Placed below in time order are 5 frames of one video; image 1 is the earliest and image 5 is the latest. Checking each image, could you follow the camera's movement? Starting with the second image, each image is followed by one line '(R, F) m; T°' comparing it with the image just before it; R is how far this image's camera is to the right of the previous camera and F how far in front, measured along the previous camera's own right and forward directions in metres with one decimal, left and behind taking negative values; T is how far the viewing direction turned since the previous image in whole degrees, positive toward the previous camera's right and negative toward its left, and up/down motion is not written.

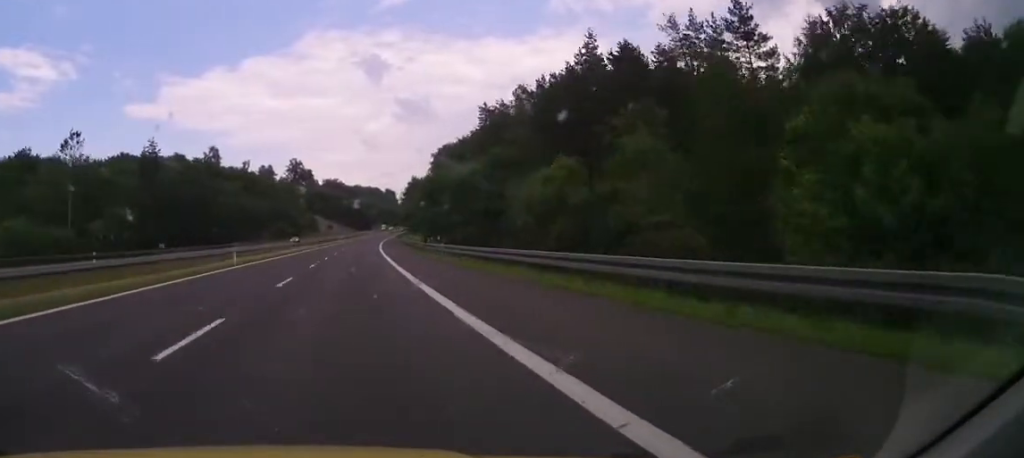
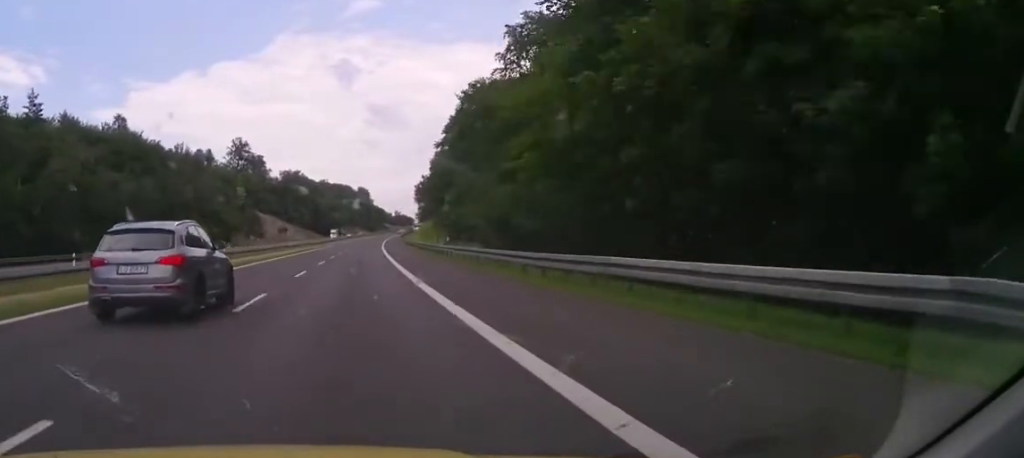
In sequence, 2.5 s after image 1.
(+0.1, +101.9) m; 0°
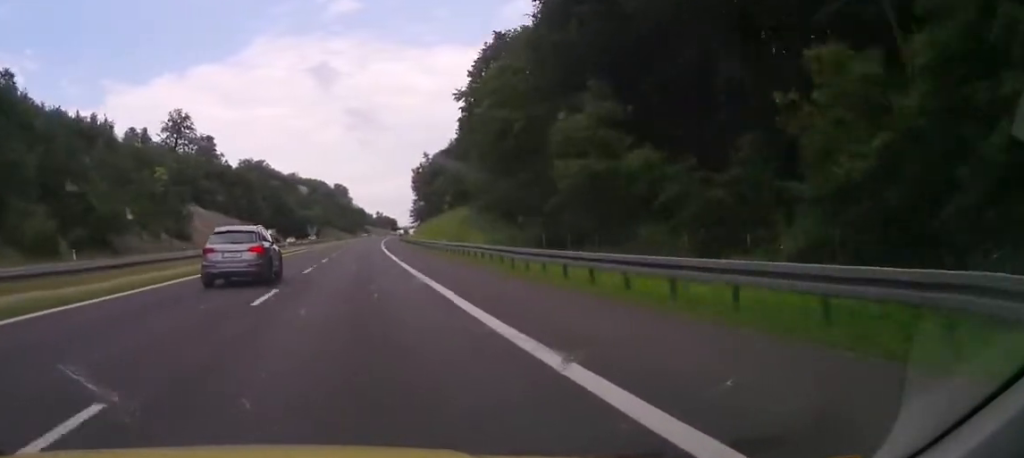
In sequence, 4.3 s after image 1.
(0.0, +70.9) m; 0°
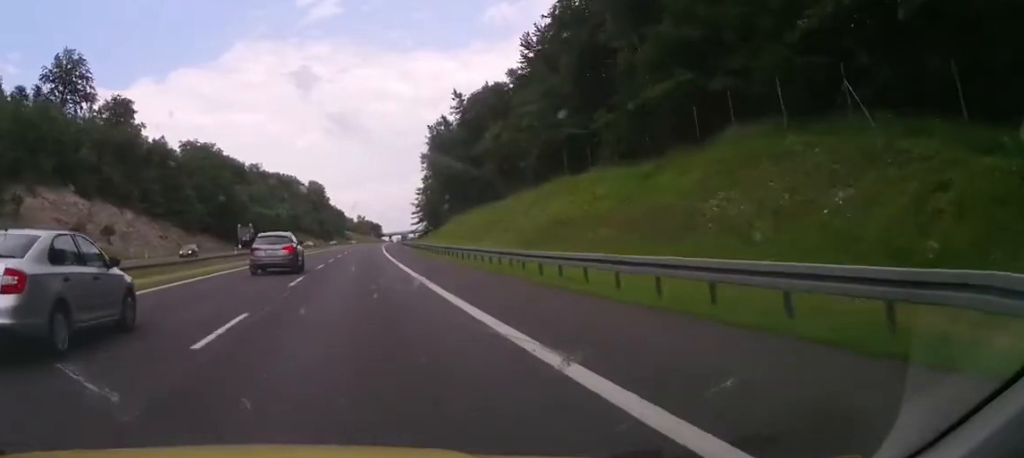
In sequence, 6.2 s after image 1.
(+0.1, +76.1) m; 0°
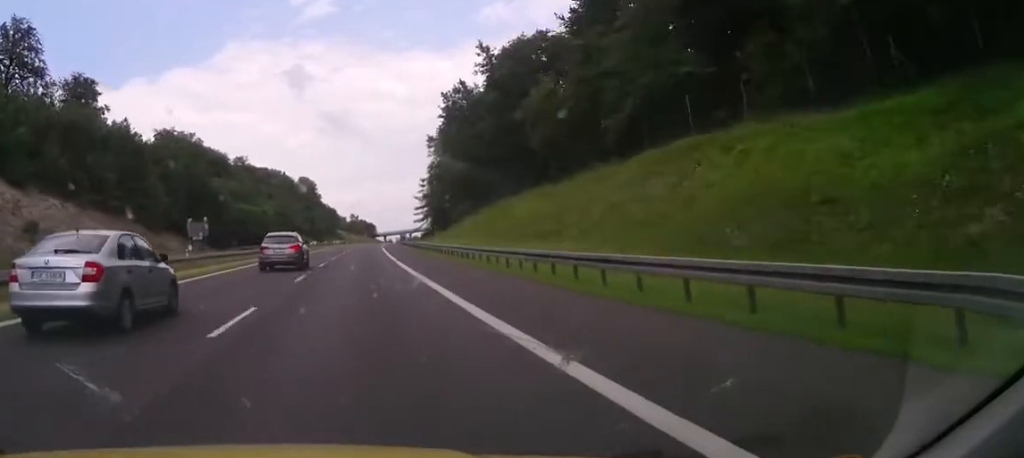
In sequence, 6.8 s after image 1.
(0.0, +22.7) m; 0°
